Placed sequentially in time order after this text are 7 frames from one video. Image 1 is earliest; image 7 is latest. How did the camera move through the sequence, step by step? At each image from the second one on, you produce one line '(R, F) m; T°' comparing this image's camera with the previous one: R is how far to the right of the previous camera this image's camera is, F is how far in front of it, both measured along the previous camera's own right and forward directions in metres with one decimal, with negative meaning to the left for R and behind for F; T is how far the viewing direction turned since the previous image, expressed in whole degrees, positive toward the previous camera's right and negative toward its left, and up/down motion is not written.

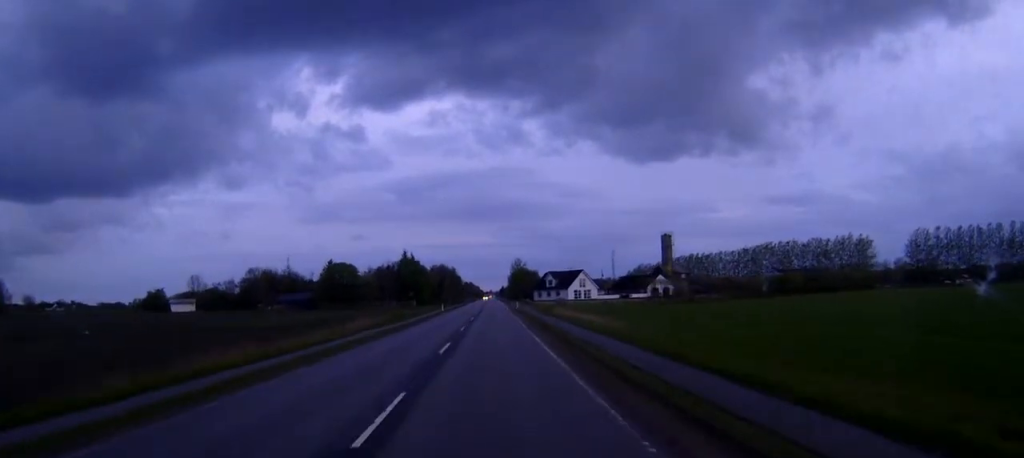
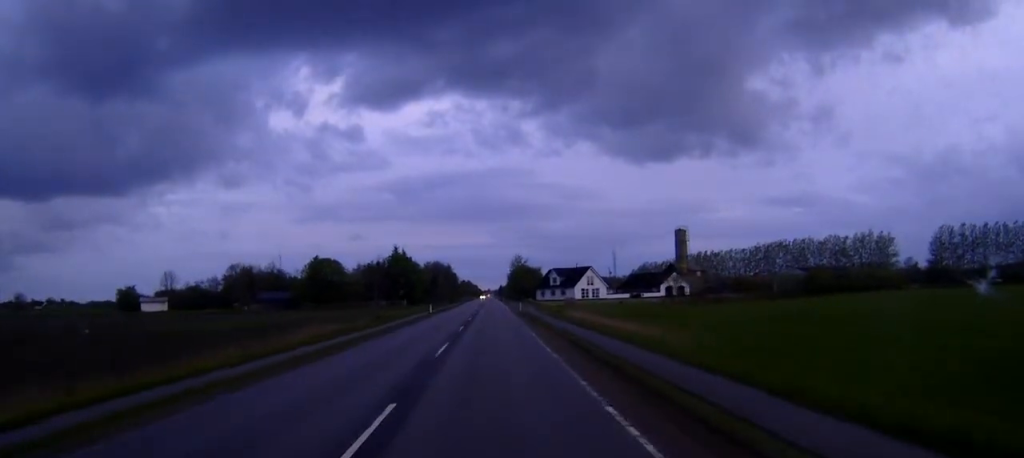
(0.0, +16.1) m; 0°
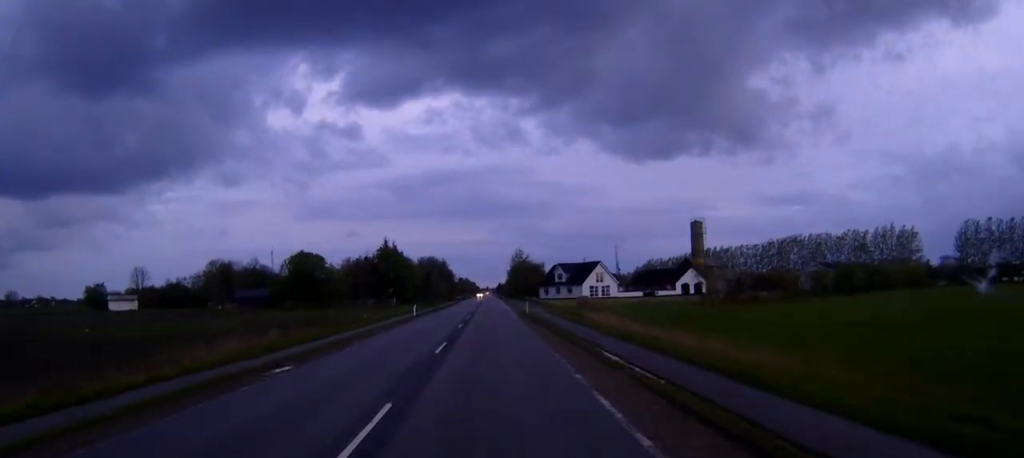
(0.0, +15.4) m; 0°
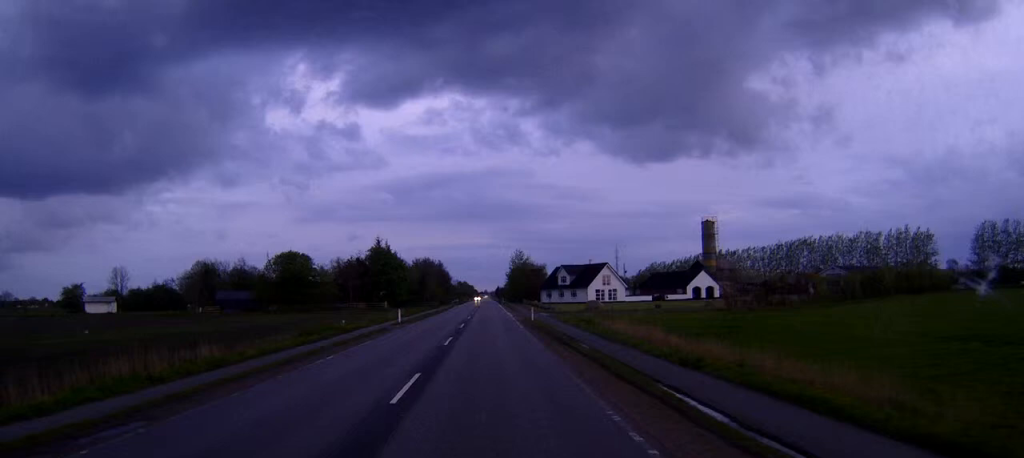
(0.0, +9.6) m; 0°
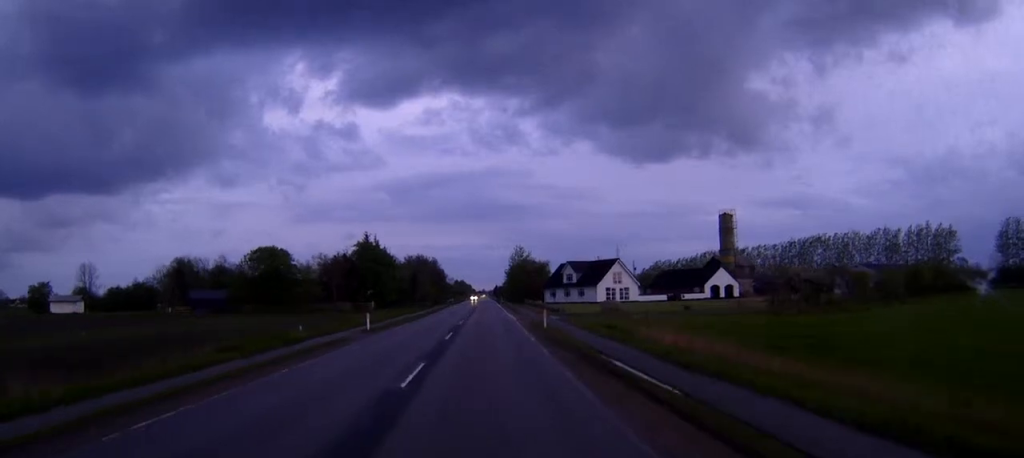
(0.0, +13.2) m; 0°
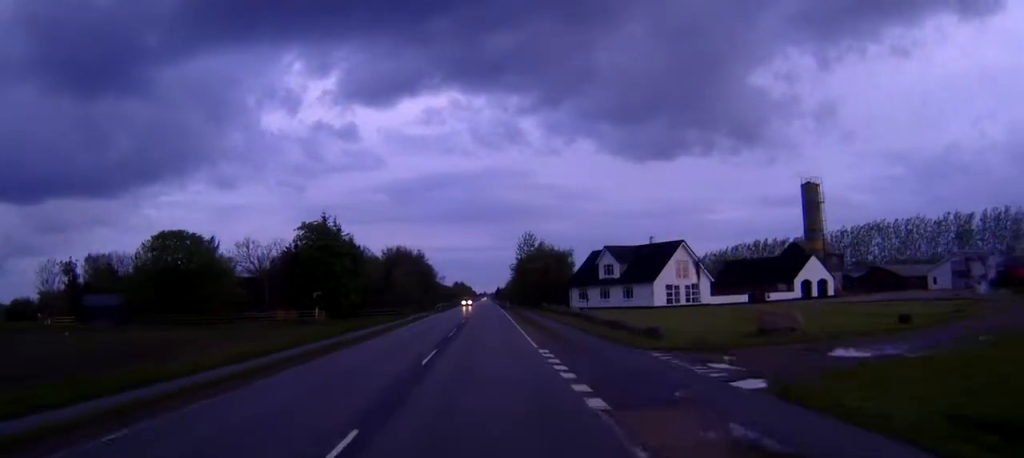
(0.0, +38.8) m; 0°
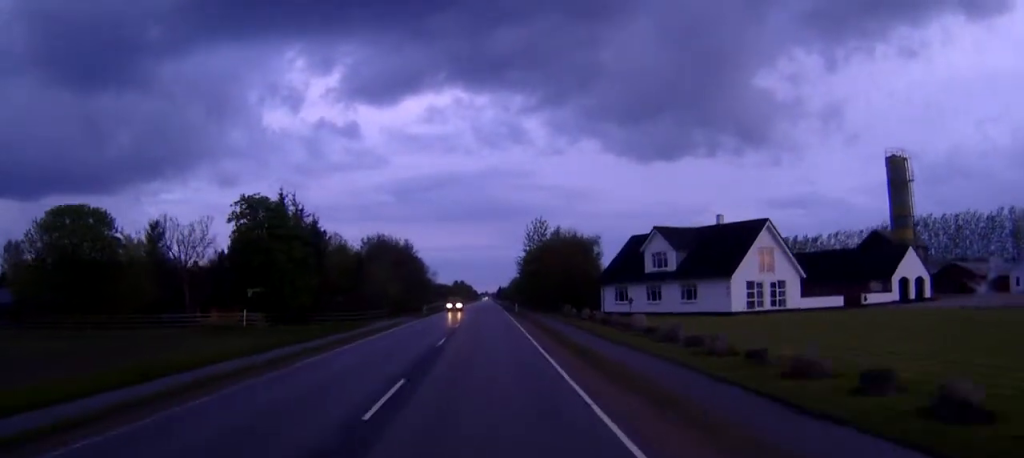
(0.0, +24.1) m; 0°
